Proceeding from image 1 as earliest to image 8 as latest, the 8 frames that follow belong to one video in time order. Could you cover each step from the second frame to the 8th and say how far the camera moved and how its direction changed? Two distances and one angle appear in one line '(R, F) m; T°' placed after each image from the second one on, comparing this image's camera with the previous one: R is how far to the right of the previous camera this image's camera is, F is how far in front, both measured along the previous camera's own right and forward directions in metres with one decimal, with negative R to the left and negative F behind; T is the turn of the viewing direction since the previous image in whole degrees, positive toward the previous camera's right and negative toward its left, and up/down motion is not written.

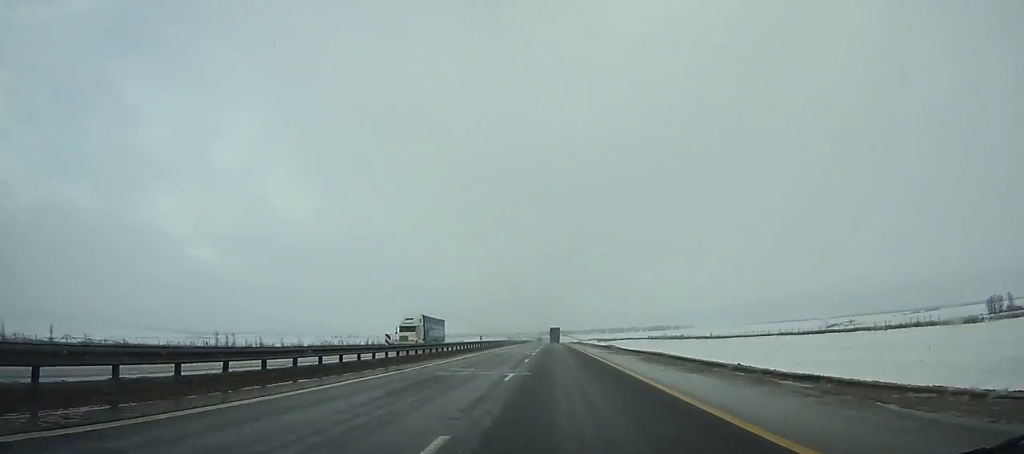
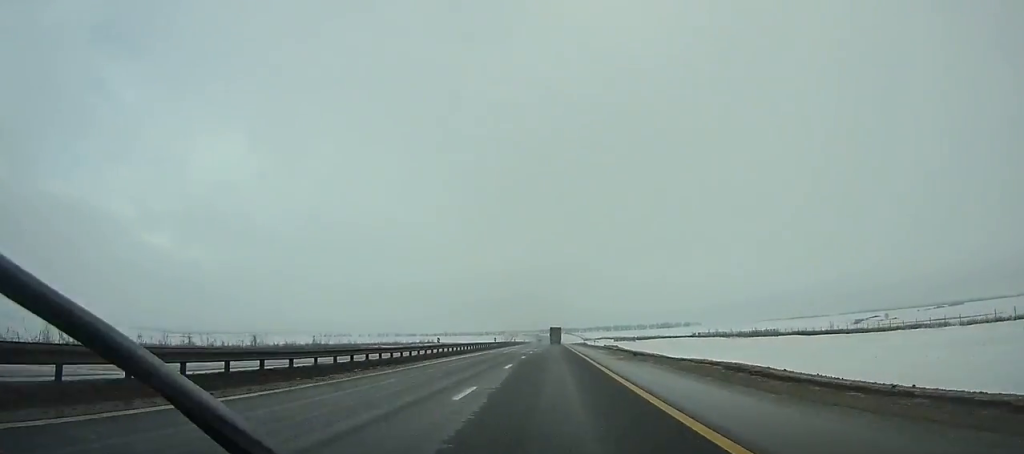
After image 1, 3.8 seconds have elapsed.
(+0.2, +101.5) m; 0°
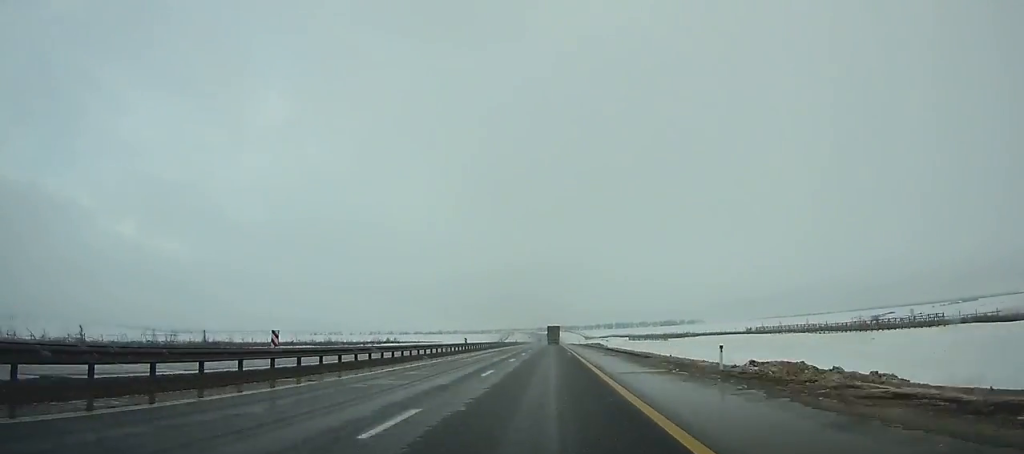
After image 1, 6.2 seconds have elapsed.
(+0.2, +65.2) m; 0°
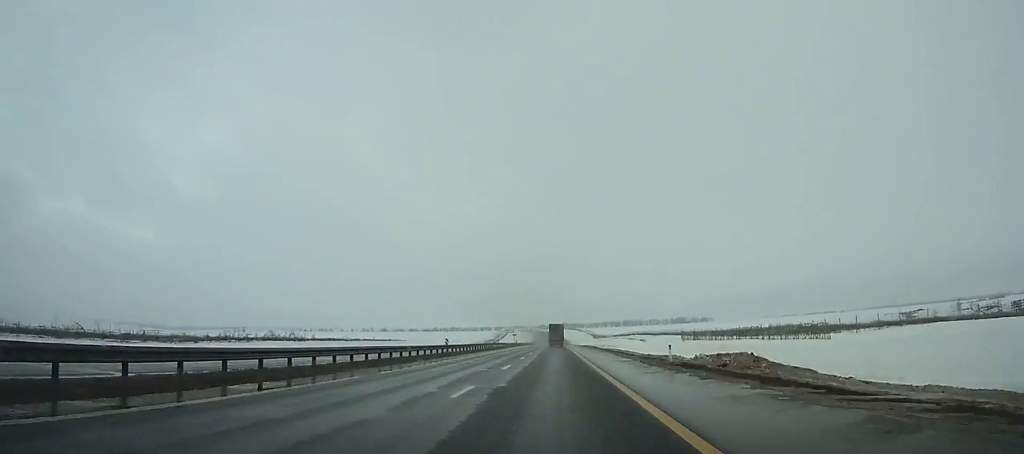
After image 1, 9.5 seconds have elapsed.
(-0.4, +91.5) m; 0°
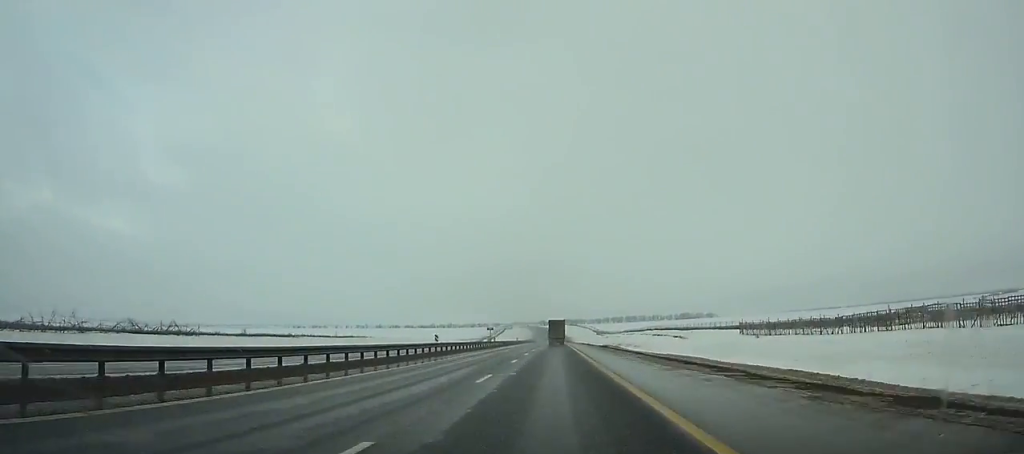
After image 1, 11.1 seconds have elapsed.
(-0.1, +45.3) m; 0°
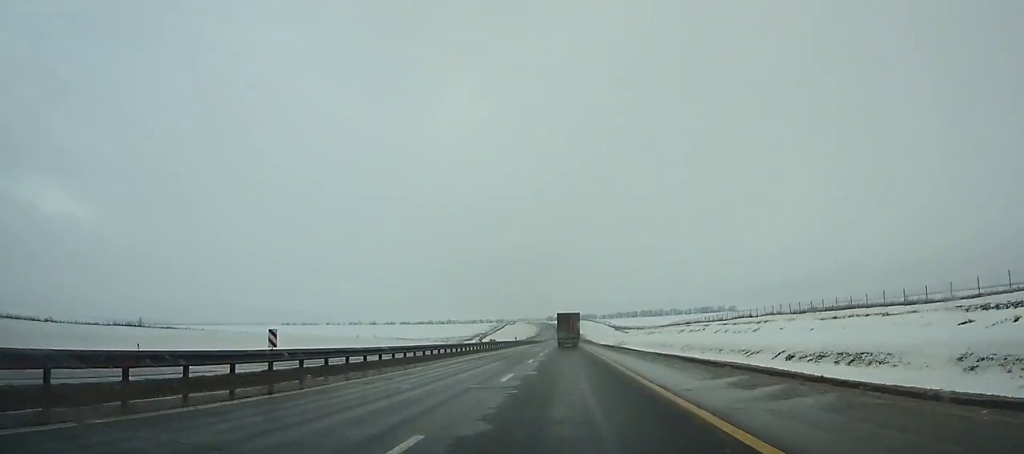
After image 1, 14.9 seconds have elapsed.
(-0.6, +109.4) m; -1°
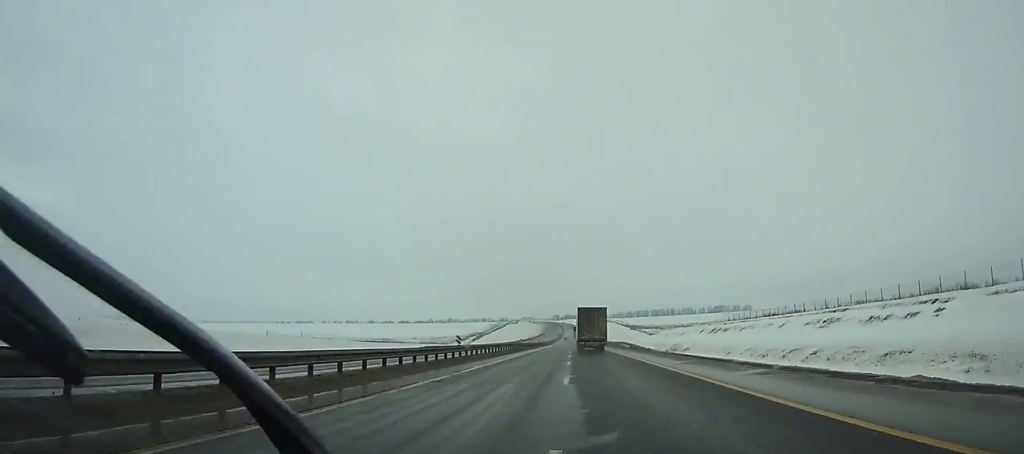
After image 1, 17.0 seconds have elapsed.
(-0.1, +62.0) m; 0°
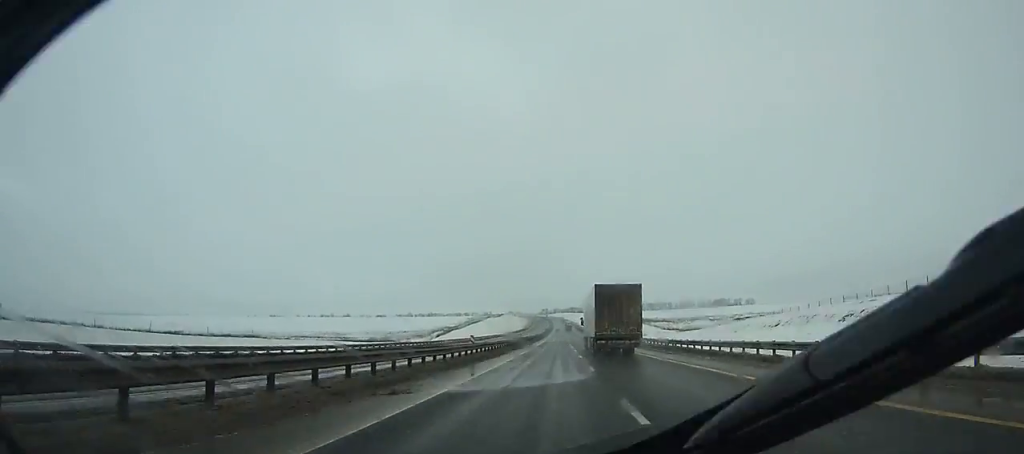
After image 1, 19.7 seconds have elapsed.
(+0.3, +80.9) m; 0°
